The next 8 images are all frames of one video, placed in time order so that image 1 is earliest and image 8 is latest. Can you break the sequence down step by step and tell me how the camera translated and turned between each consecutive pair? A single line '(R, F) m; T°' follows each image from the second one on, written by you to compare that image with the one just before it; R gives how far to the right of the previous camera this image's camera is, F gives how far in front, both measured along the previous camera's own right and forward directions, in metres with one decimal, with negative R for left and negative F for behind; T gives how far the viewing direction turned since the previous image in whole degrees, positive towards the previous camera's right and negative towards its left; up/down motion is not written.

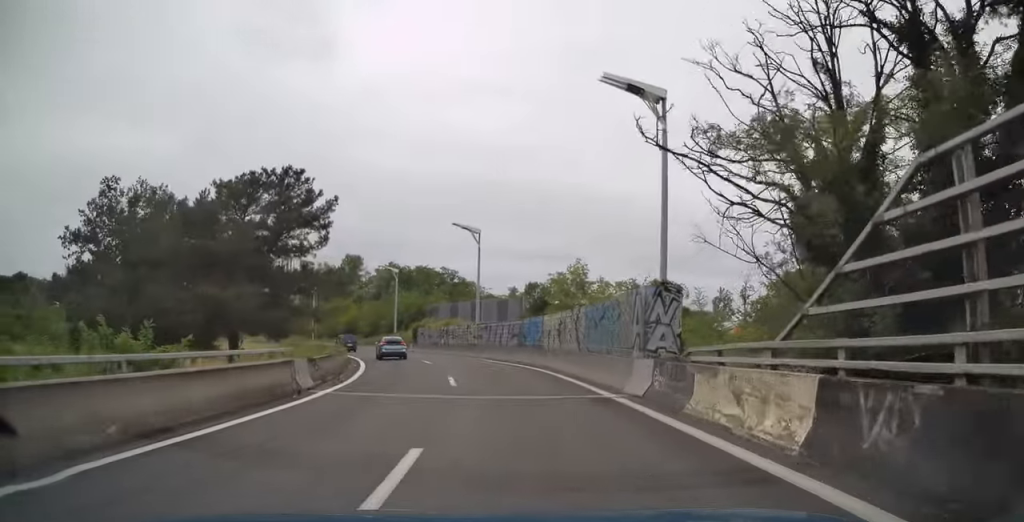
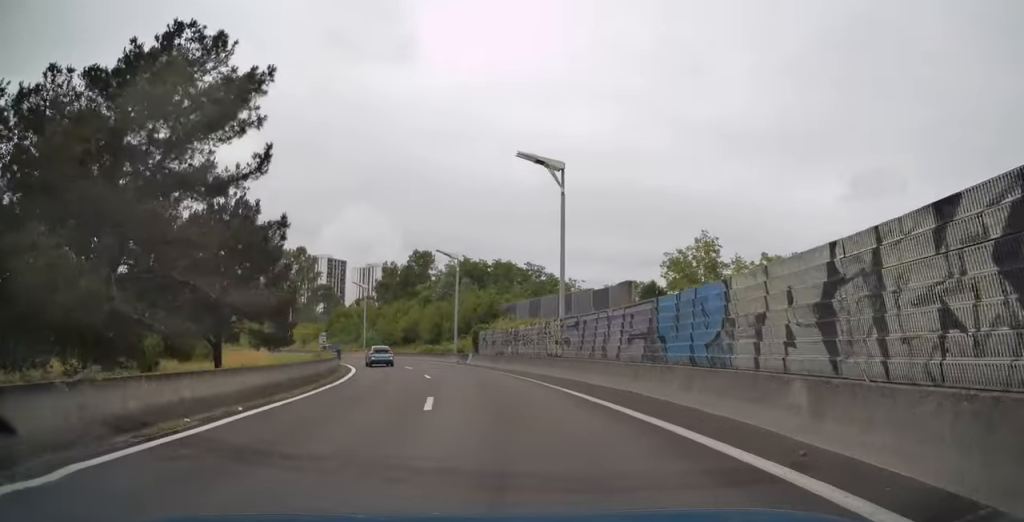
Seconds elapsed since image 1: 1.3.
(-1.3, +20.2) m; -7°
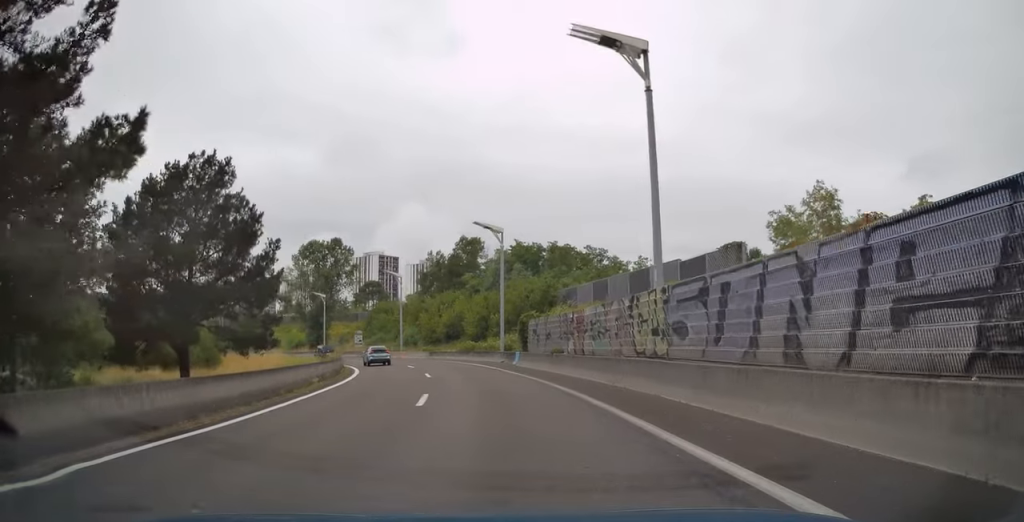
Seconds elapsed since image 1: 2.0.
(-0.5, +12.1) m; -5°
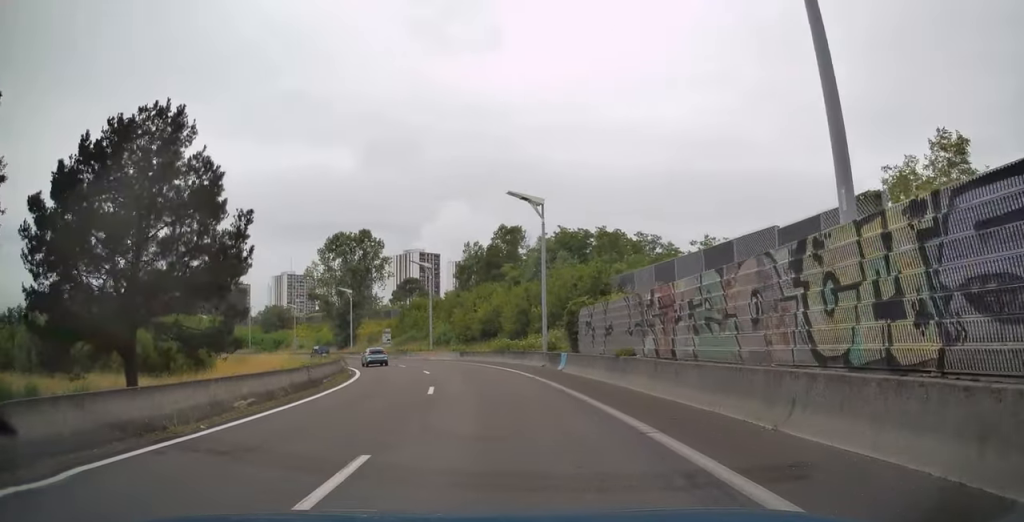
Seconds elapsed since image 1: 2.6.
(-0.2, +9.1) m; -4°
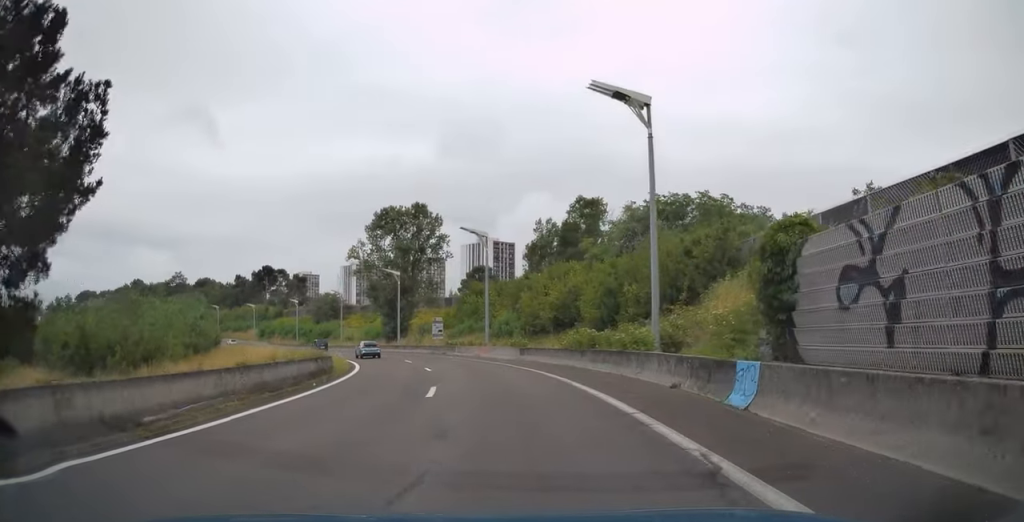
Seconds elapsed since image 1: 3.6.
(-1.2, +15.8) m; -8°
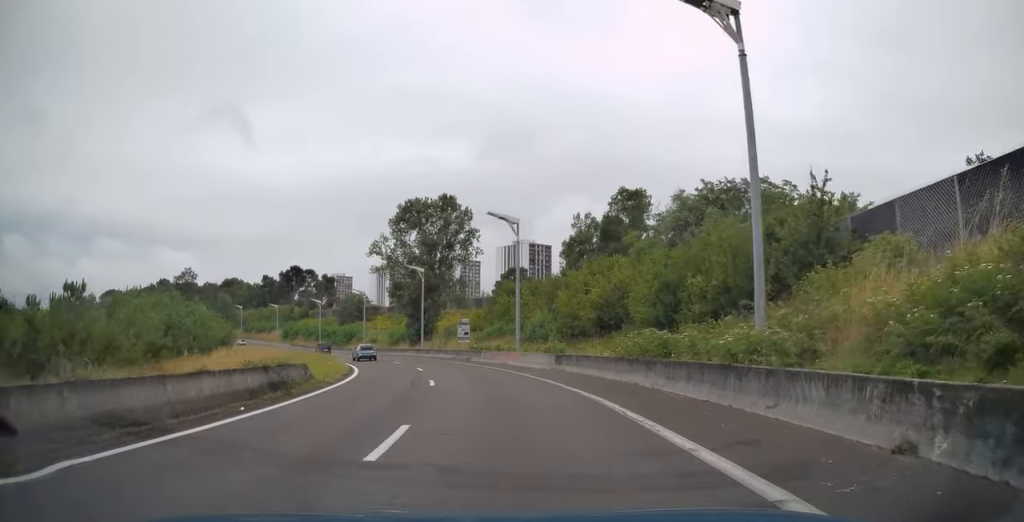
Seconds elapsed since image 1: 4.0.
(-0.4, +7.5) m; -3°
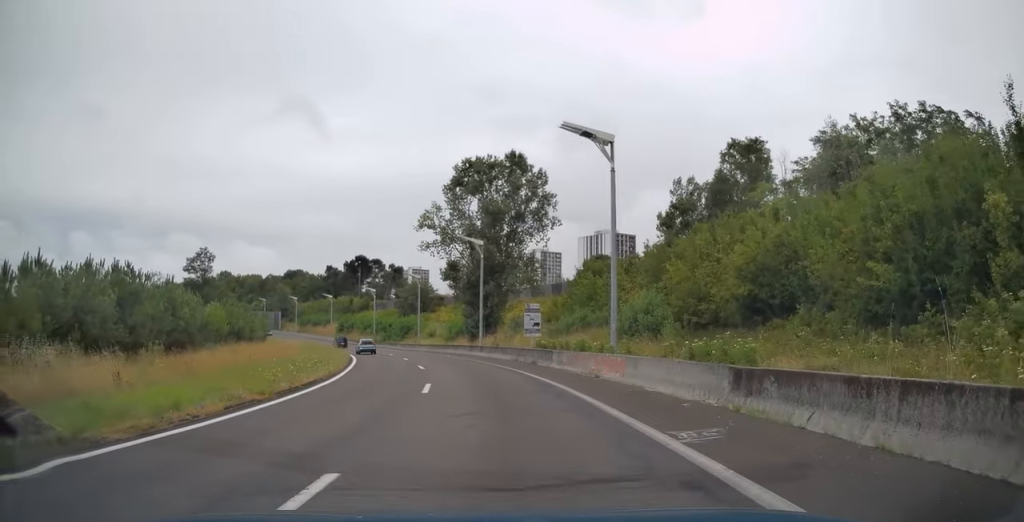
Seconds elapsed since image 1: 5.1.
(-1.0, +17.2) m; -7°
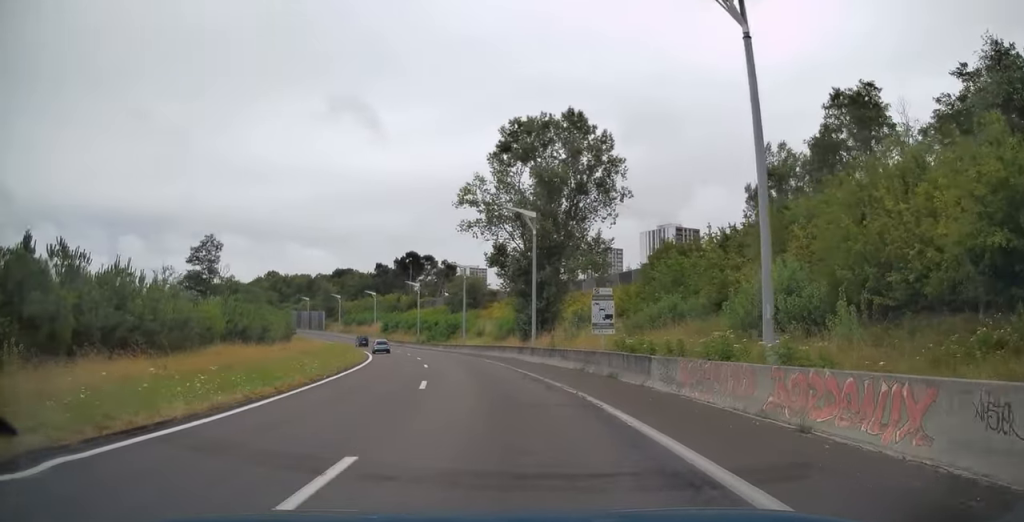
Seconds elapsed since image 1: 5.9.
(-0.6, +12.4) m; -5°
